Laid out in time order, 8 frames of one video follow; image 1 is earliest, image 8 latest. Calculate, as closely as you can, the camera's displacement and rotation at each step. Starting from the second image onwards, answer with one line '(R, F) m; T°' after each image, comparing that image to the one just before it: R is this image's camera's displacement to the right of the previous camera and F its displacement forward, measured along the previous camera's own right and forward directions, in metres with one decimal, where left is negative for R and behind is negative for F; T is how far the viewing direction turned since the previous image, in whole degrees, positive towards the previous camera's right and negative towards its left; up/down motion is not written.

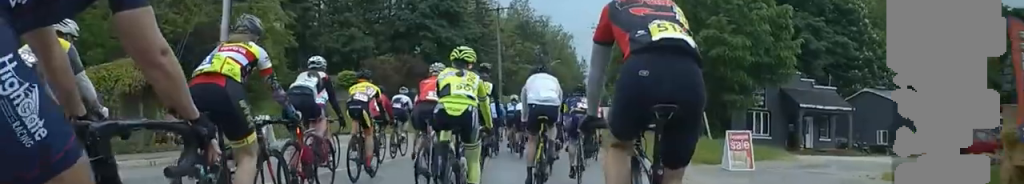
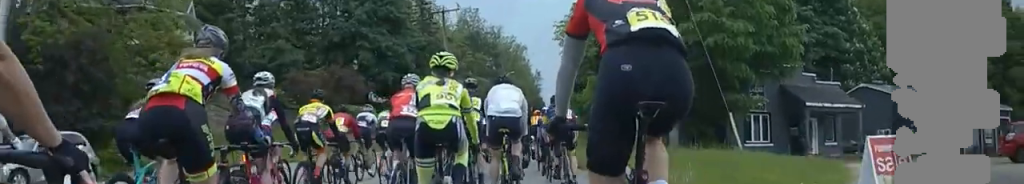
(-0.1, +6.4) m; -1°
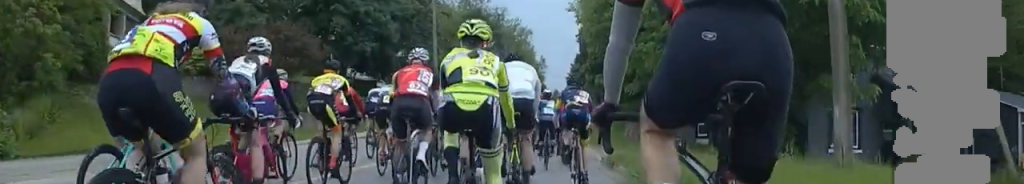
(-0.4, +9.3) m; -1°
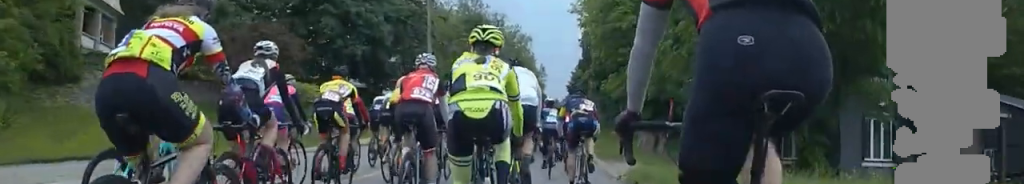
(0.0, +2.7) m; 0°
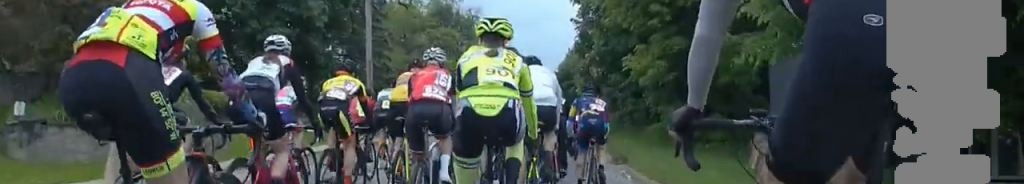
(+0.1, +11.9) m; +2°
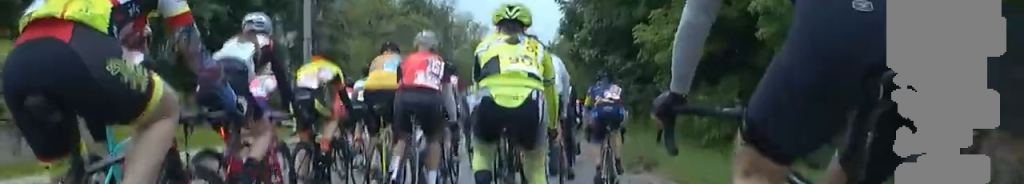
(+0.8, +5.9) m; -1°
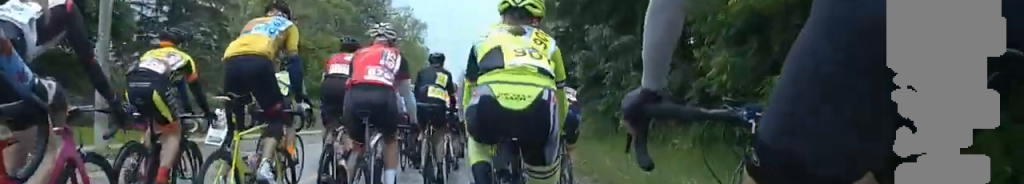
(-0.4, +9.7) m; 0°
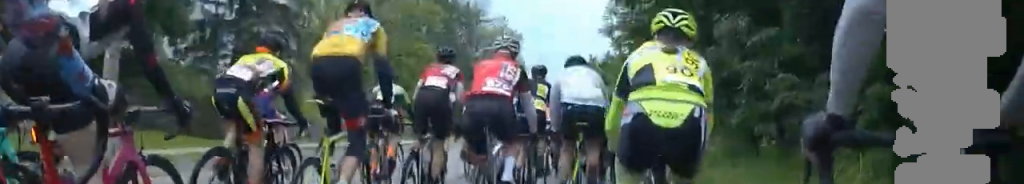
(+0.6, +3.6) m; 0°
